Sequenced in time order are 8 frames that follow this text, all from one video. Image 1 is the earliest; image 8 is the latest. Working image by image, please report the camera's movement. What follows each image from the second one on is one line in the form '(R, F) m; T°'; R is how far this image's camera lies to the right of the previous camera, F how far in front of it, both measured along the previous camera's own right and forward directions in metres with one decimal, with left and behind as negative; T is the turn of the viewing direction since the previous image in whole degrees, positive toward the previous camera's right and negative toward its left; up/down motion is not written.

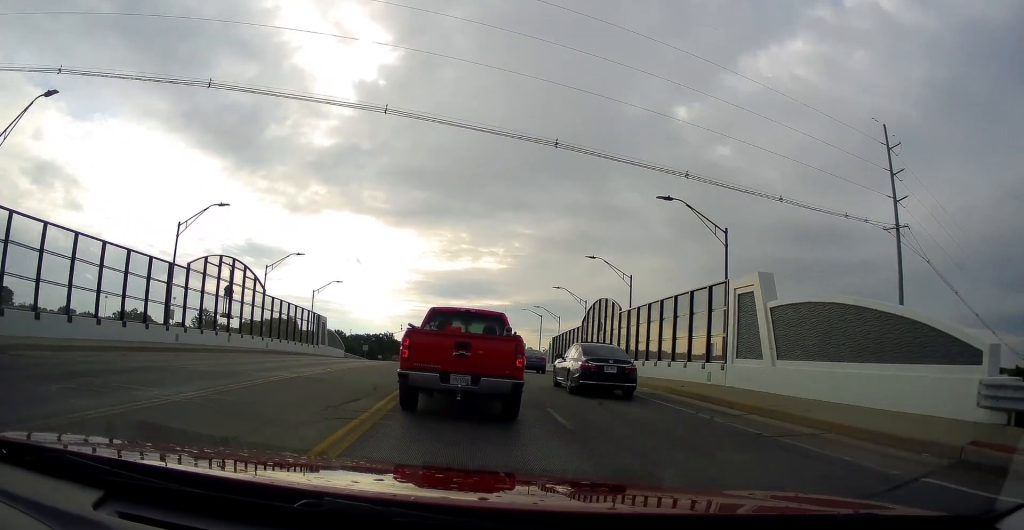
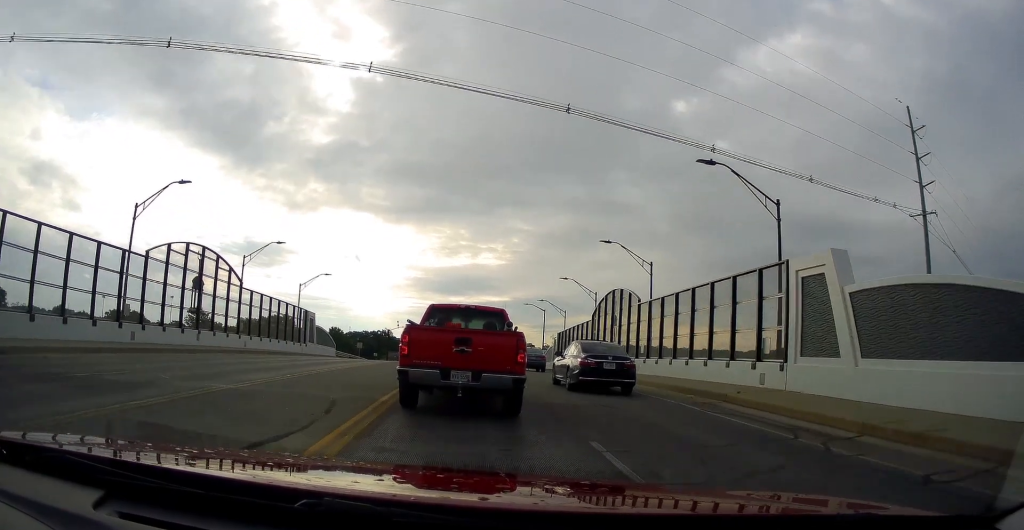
(0.0, +4.3) m; +1°
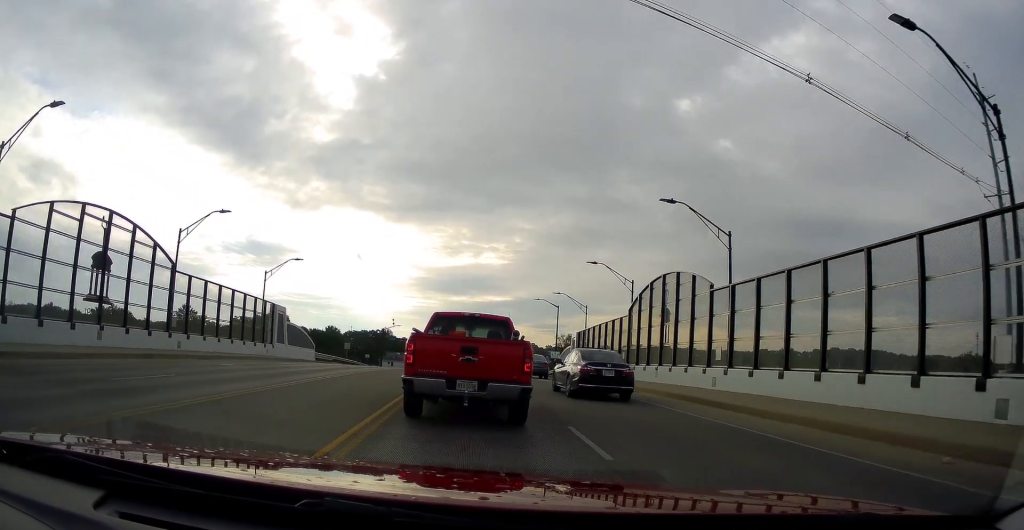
(+0.2, +9.8) m; +2°
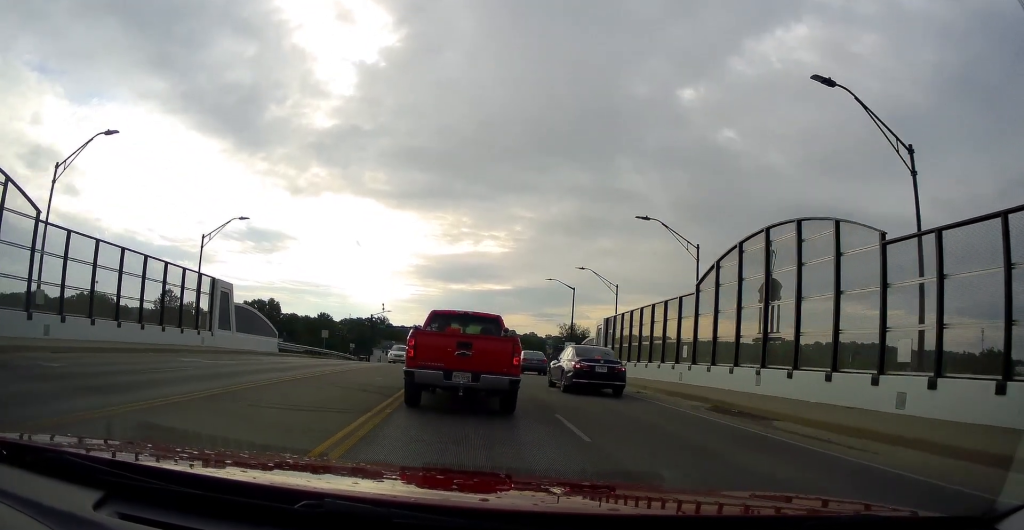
(+0.1, +11.0) m; 0°
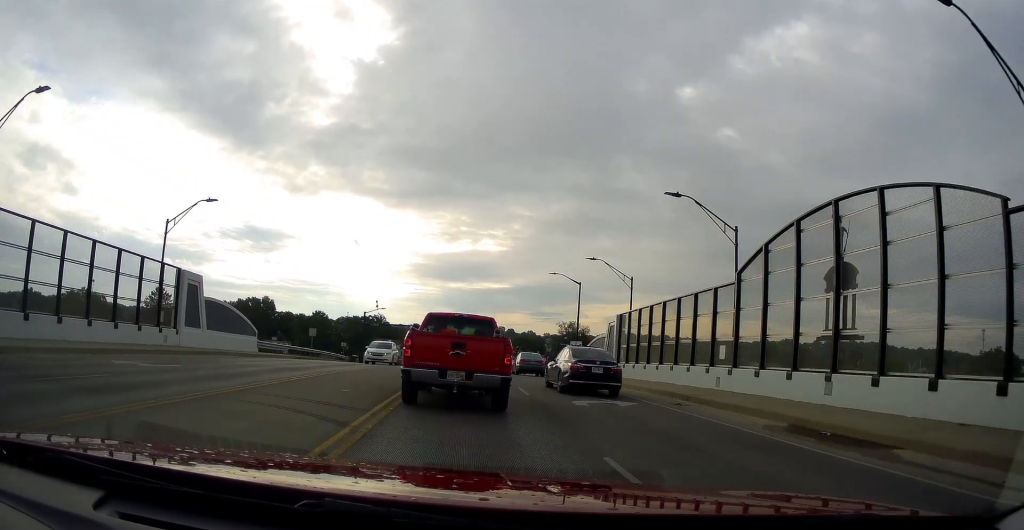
(-0.2, +4.3) m; 0°
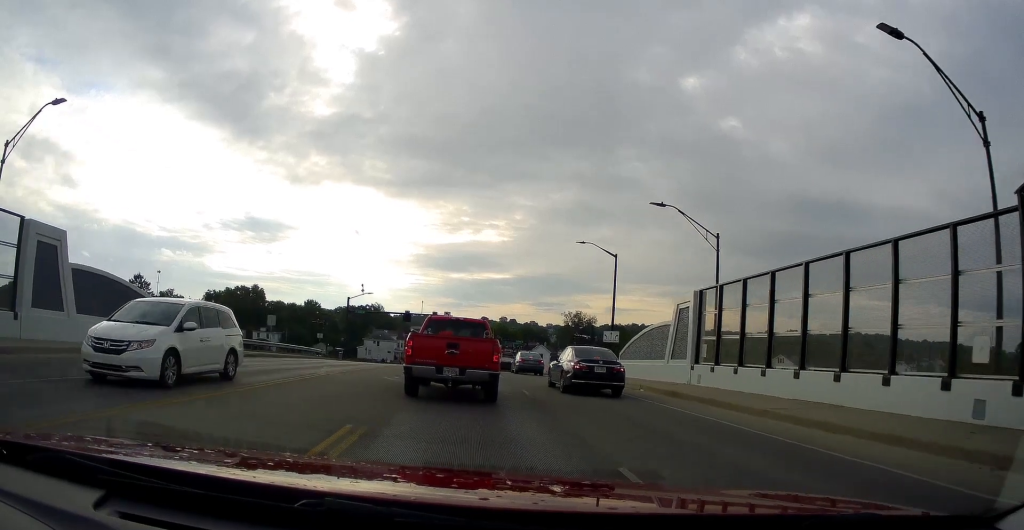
(+0.2, +13.2) m; 0°
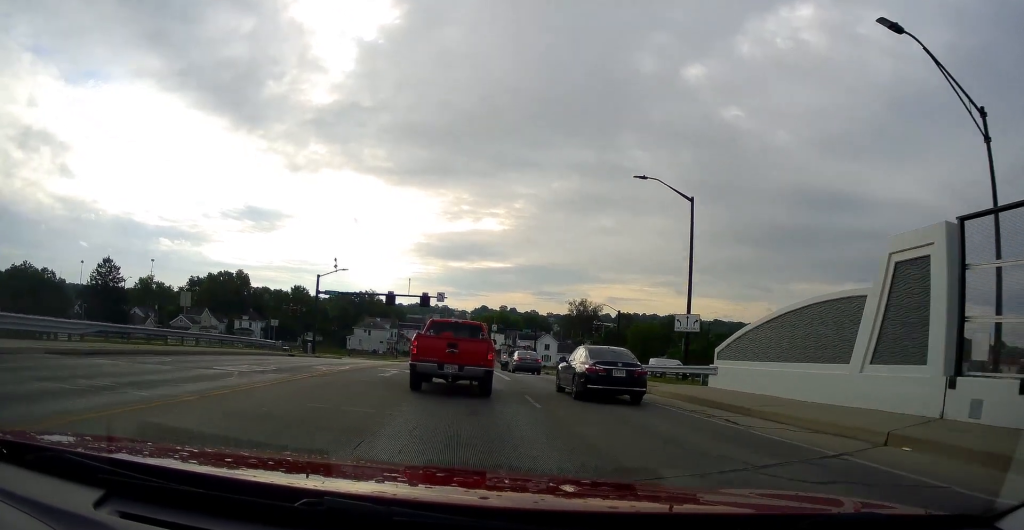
(+0.2, +14.7) m; +3°
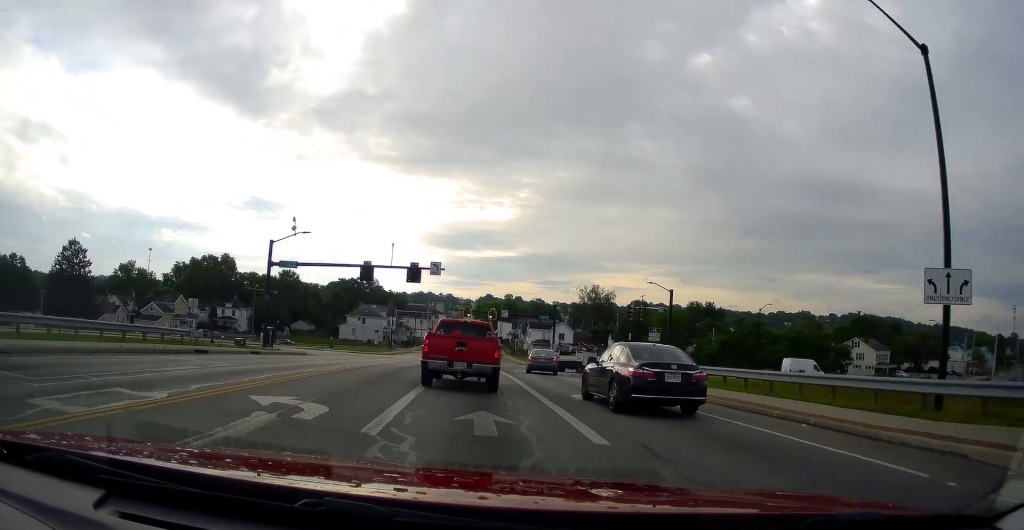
(-0.6, +16.5) m; -3°
